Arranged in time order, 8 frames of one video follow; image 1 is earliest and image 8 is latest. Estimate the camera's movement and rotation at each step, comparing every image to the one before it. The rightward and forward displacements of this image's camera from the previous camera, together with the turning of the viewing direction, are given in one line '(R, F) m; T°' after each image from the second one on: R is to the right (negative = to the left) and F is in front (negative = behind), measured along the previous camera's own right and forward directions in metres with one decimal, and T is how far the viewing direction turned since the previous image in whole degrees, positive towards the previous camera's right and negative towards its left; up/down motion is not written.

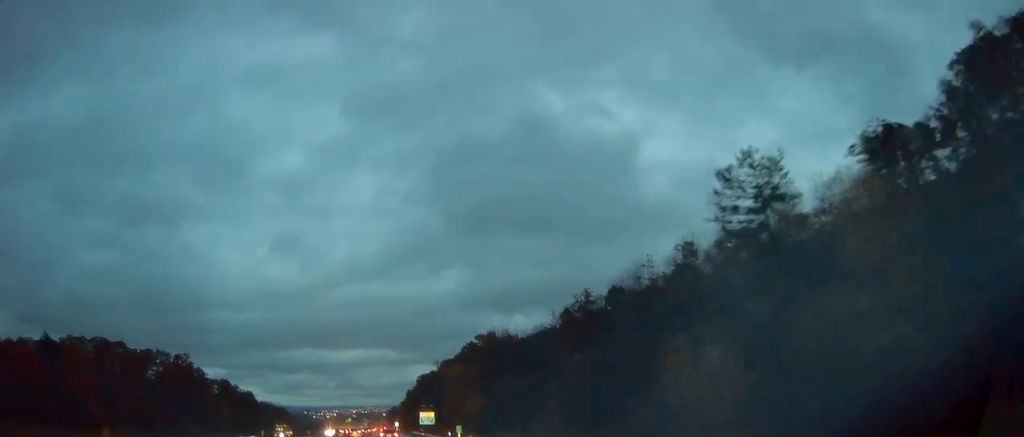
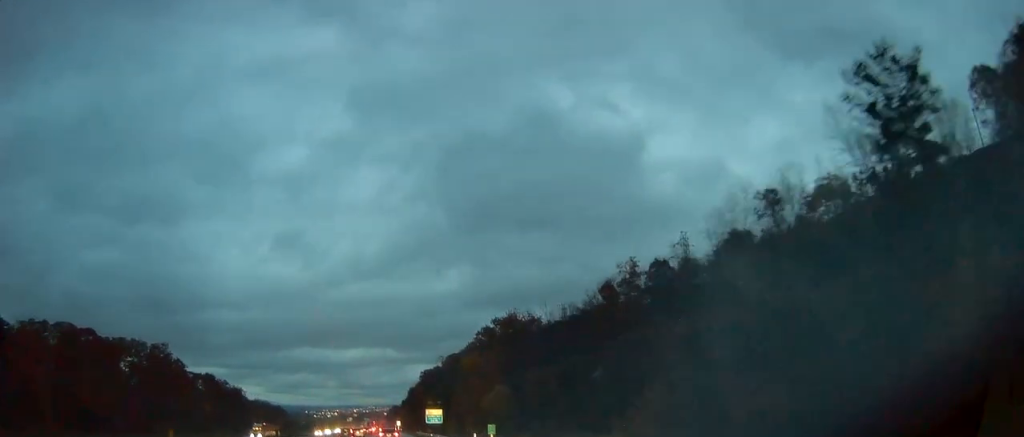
(+0.3, +17.1) m; +1°
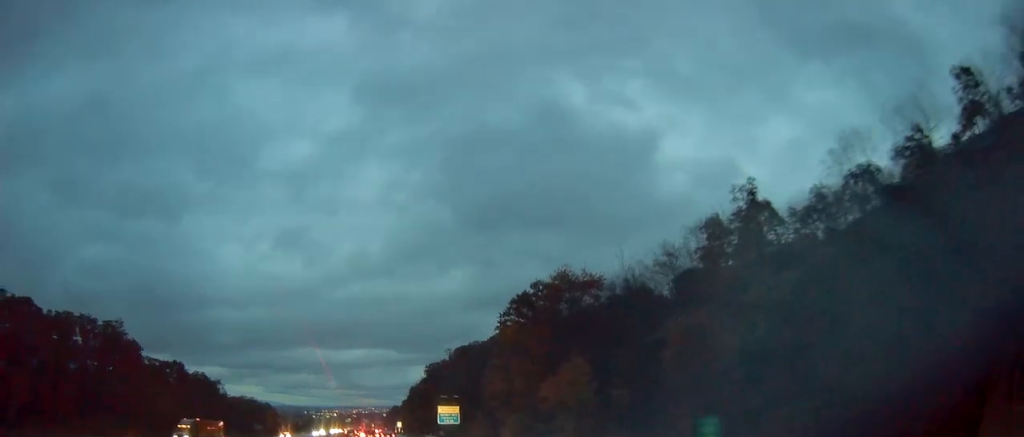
(-0.7, +27.2) m; -2°
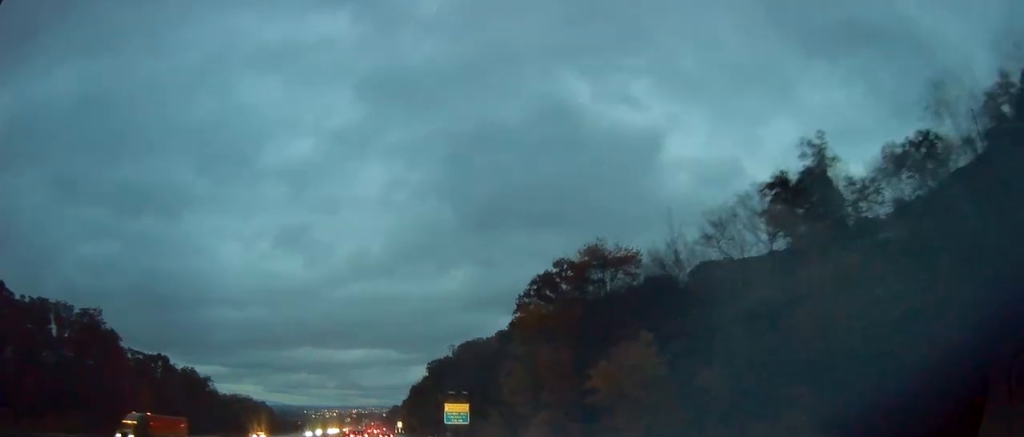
(+0.3, +10.3) m; +1°
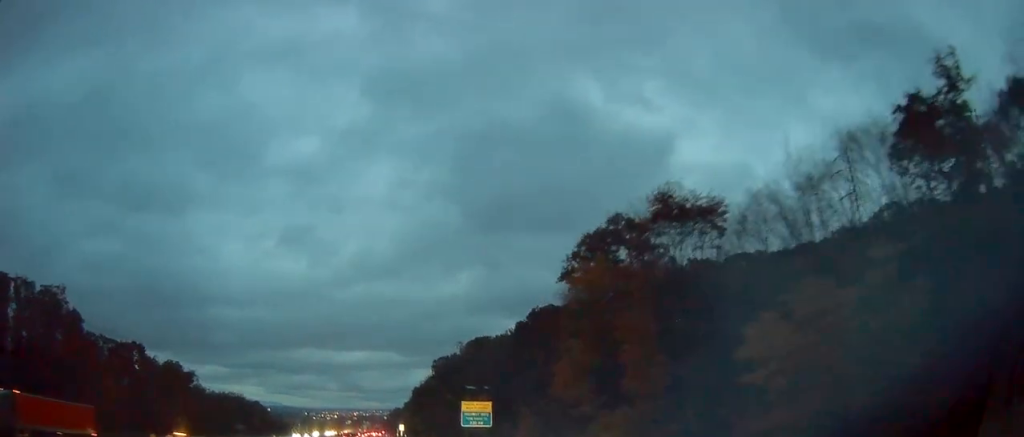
(+0.1, +15.4) m; -1°
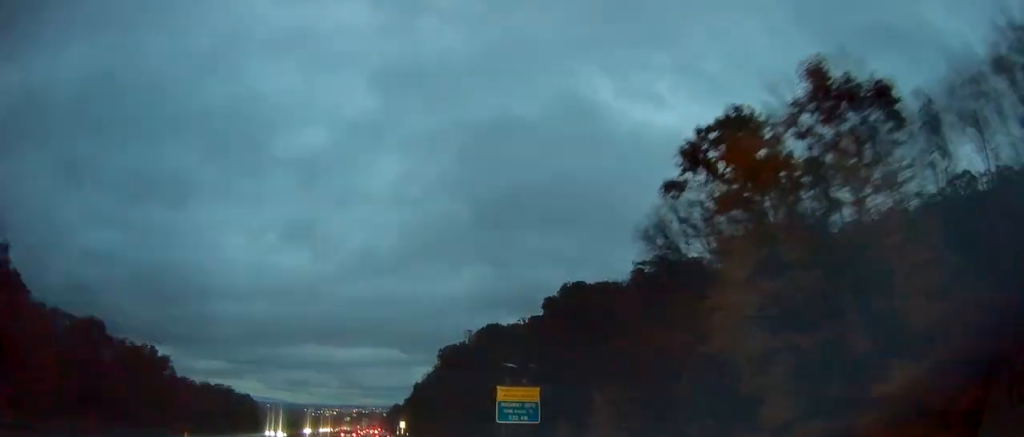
(-0.4, +19.1) m; -1°
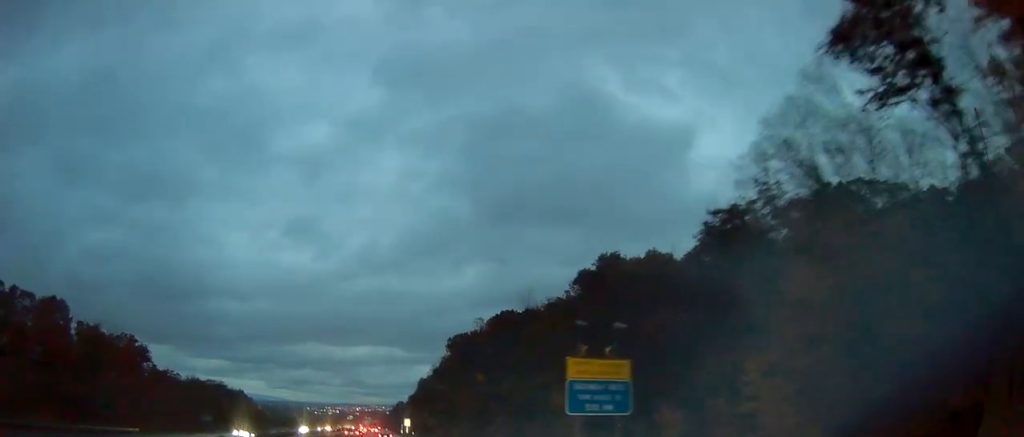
(+0.2, +14.3) m; +1°
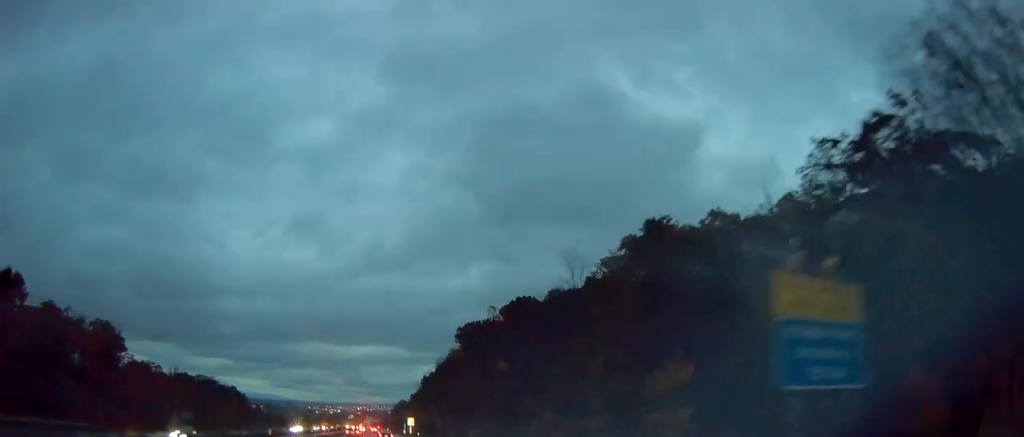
(+0.1, +13.9) m; 0°
